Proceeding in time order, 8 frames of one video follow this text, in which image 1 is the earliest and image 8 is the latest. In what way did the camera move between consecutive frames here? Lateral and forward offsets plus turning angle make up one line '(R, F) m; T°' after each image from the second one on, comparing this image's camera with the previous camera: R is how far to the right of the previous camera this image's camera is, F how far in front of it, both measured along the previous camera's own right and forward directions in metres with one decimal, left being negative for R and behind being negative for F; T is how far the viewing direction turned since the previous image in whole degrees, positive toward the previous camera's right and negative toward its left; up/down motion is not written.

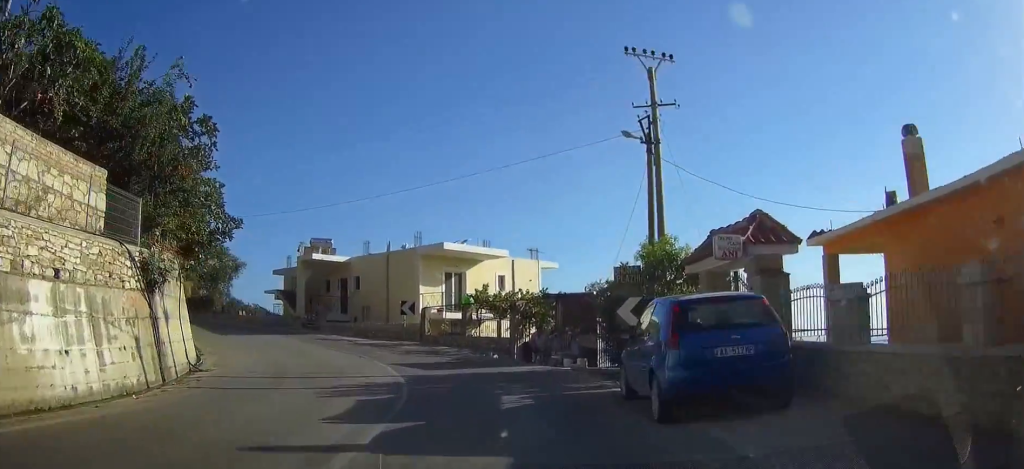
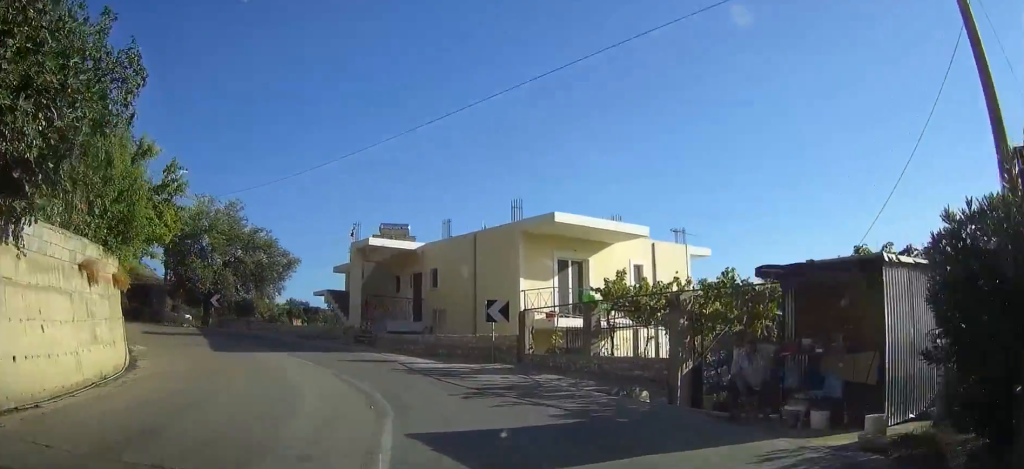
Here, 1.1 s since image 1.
(-0.6, +10.8) m; -9°
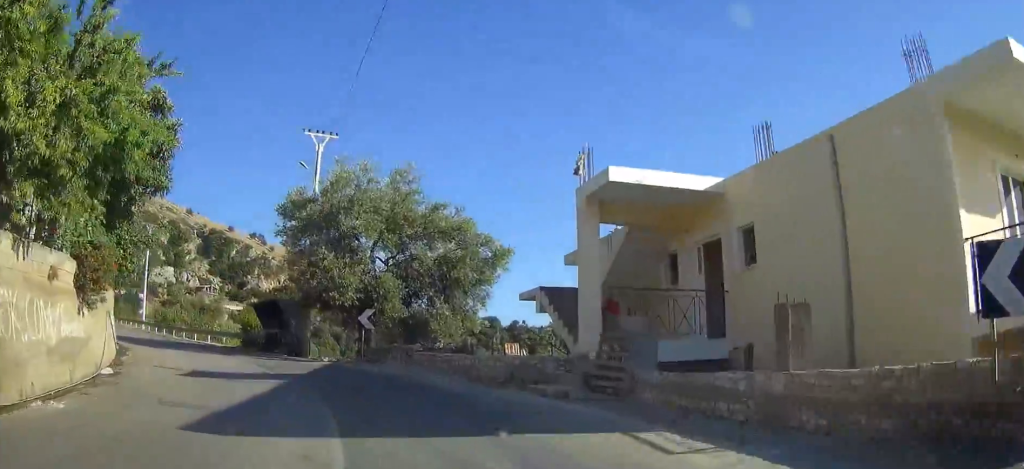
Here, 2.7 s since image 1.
(-2.6, +14.0) m; -26°
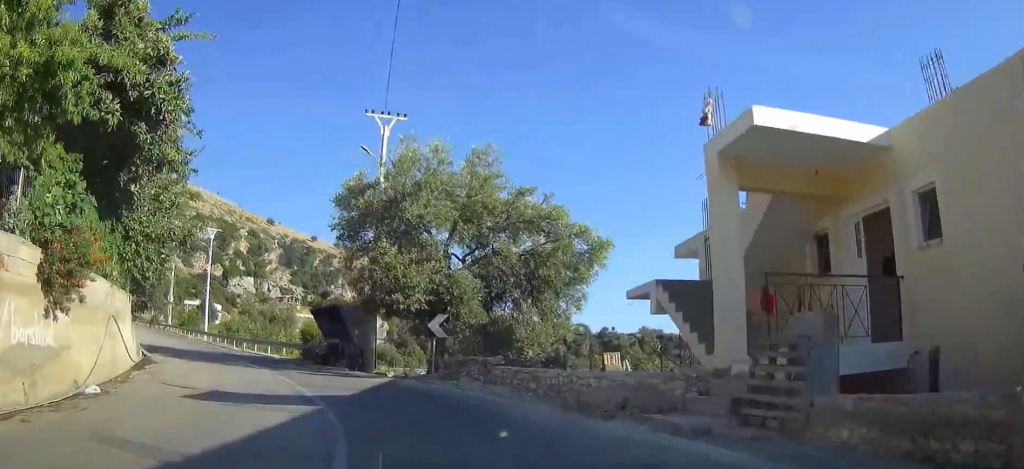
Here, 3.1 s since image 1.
(+0.4, +3.8) m; -11°
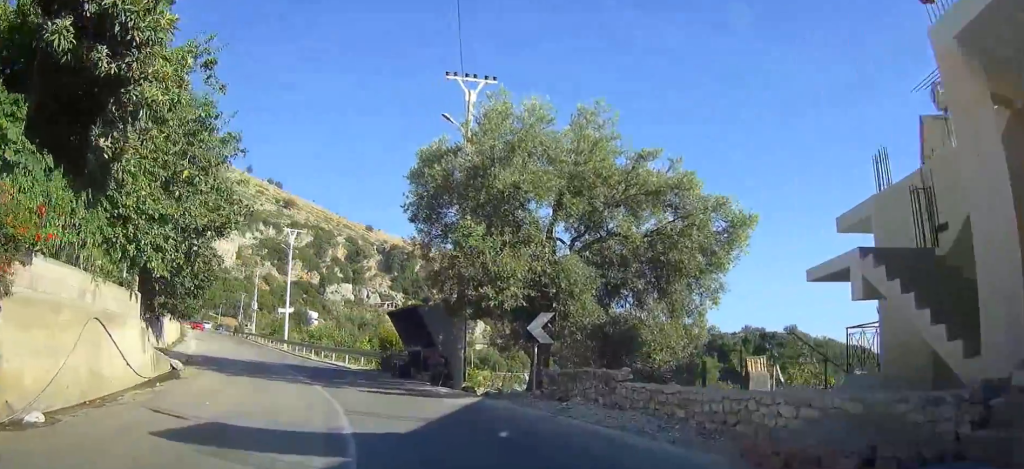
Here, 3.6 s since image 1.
(-1.2, +3.9) m; -11°
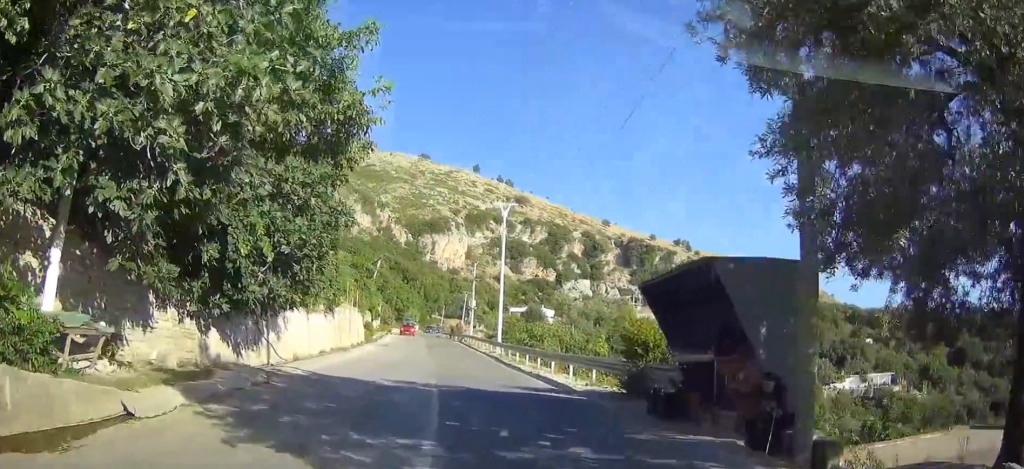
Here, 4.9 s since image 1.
(-2.3, +10.7) m; -14°
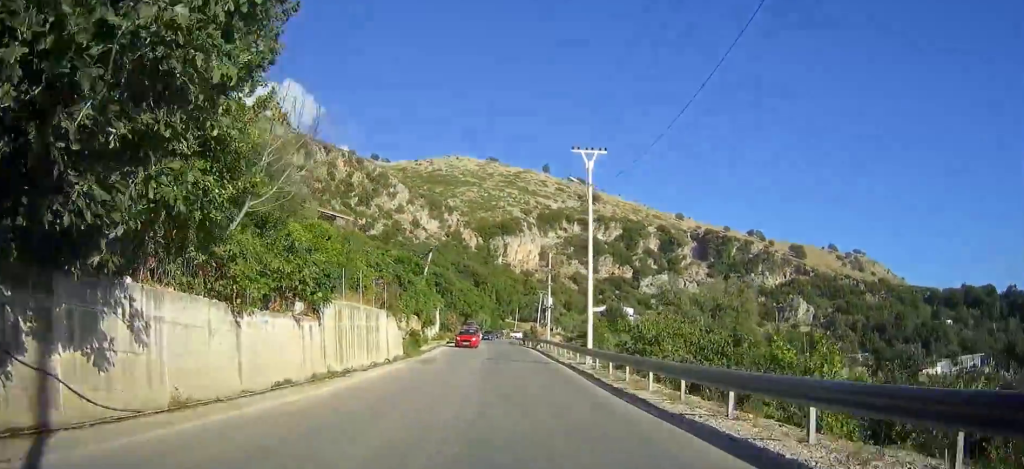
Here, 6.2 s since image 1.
(-0.1, +12.2) m; -1°
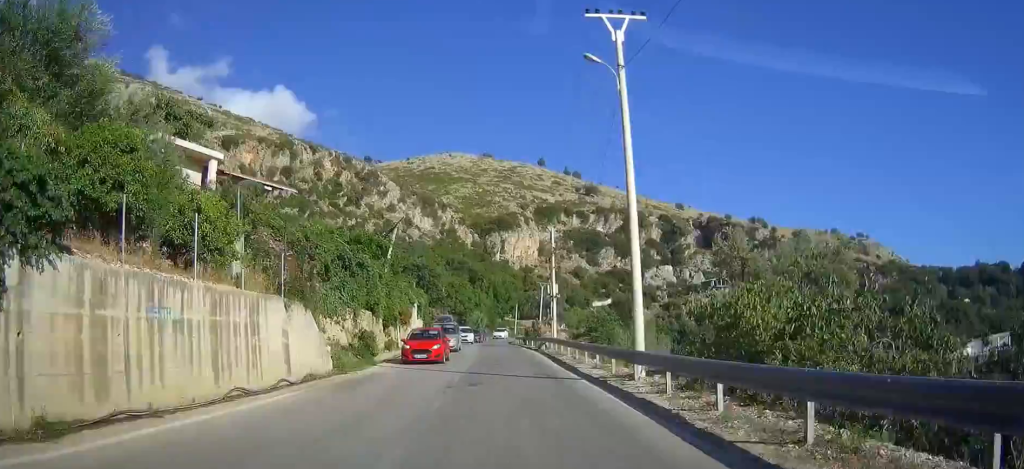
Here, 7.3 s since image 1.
(0.0, +12.1) m; 0°
